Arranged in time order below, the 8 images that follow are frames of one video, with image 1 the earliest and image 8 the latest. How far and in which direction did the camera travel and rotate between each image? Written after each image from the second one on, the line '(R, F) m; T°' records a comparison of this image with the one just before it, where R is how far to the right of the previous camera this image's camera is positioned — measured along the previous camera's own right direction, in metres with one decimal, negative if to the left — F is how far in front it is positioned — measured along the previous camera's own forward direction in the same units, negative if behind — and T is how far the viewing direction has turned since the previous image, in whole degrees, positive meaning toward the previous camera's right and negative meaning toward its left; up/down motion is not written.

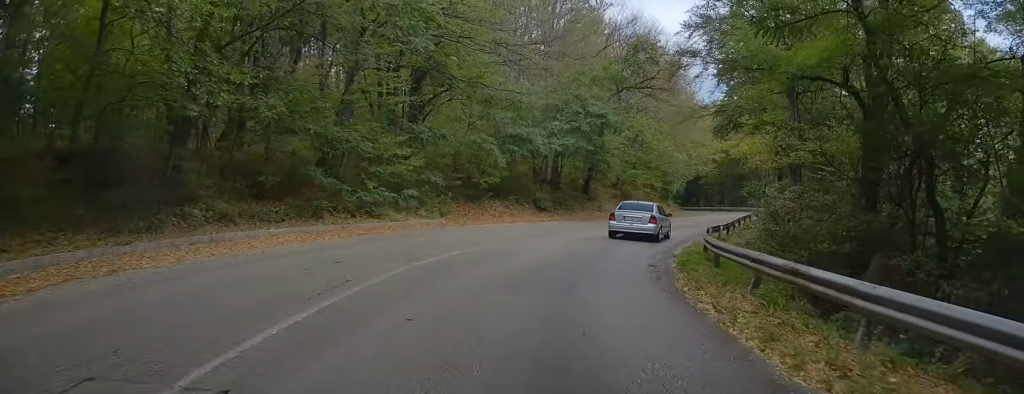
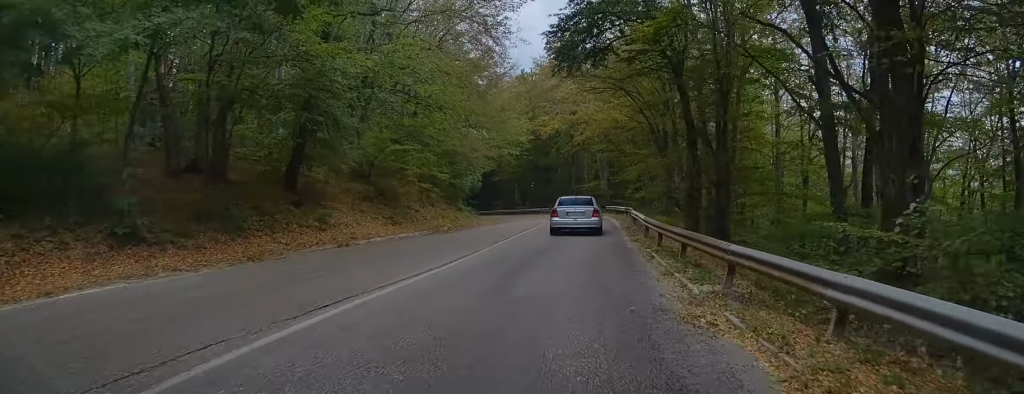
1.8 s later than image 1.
(+2.7, +25.1) m; +12°
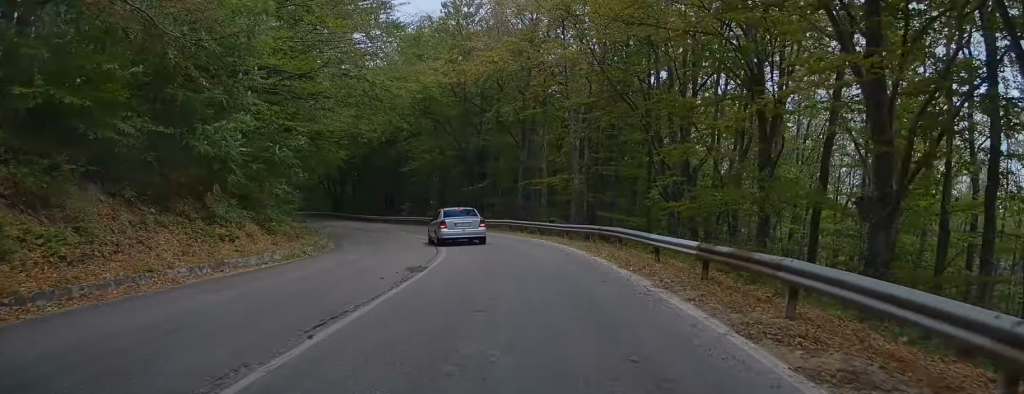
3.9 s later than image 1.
(+1.2, +29.4) m; 0°
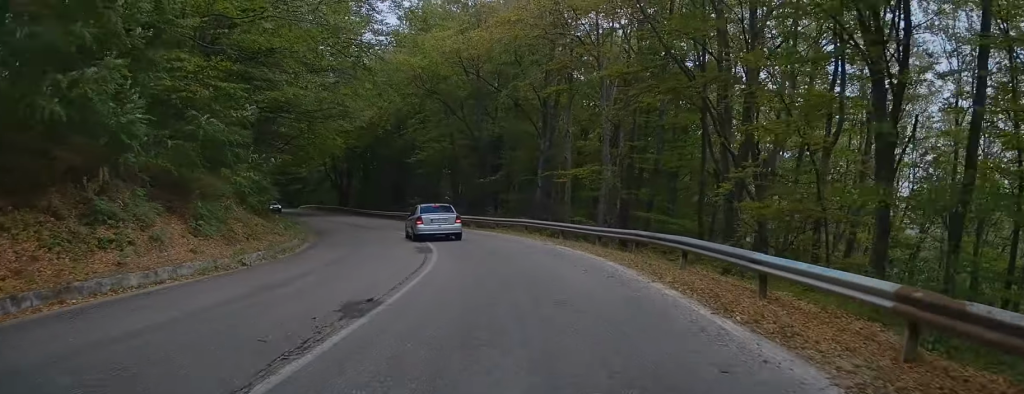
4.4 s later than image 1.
(-0.1, +5.7) m; -1°
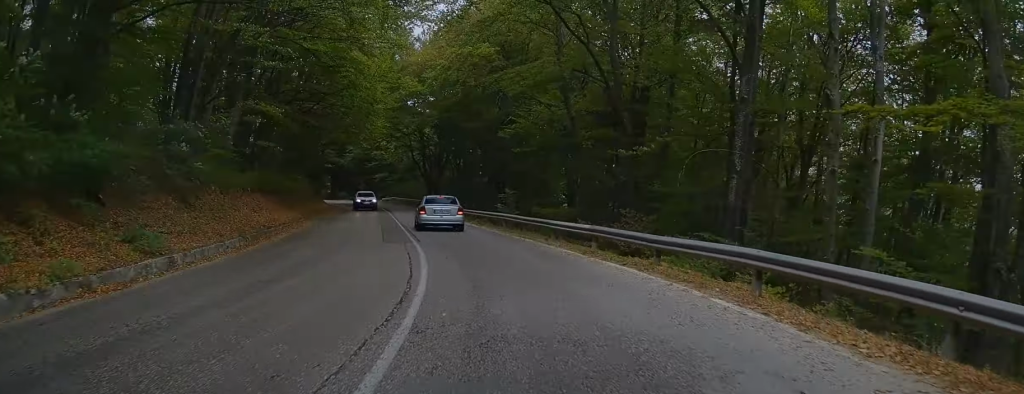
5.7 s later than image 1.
(-0.4, +18.0) m; -4°
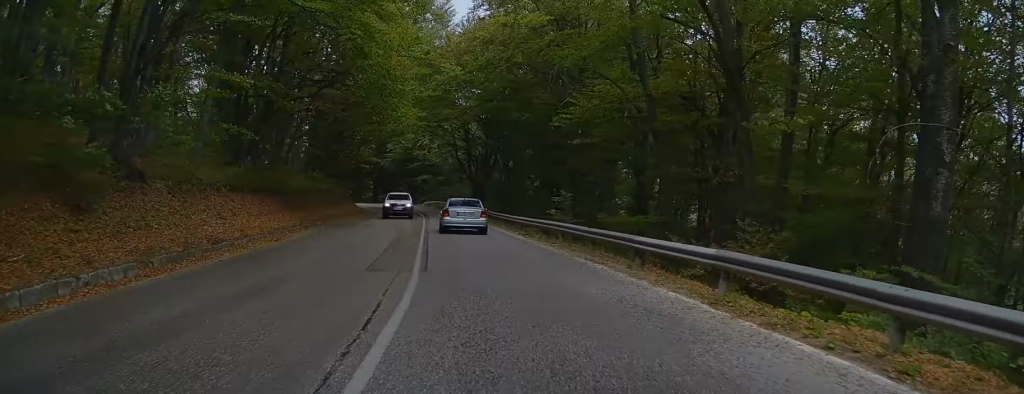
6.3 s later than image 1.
(0.0, +6.9) m; -3°
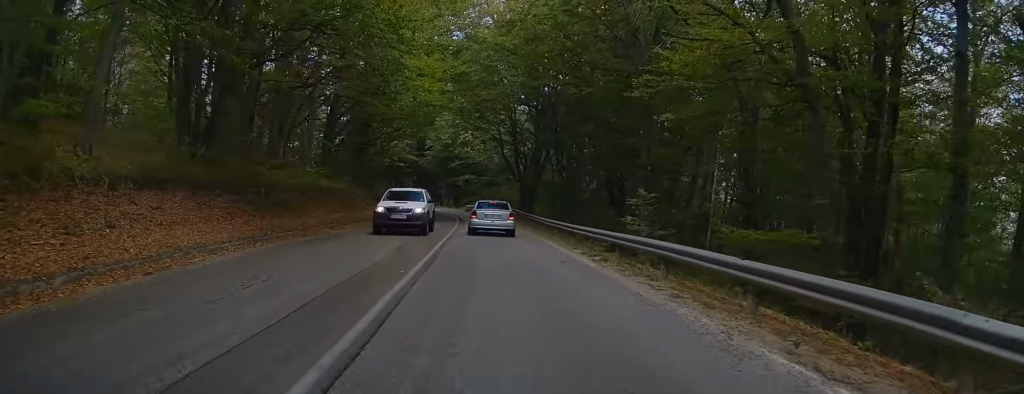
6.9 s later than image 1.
(-0.4, +8.5) m; -4°
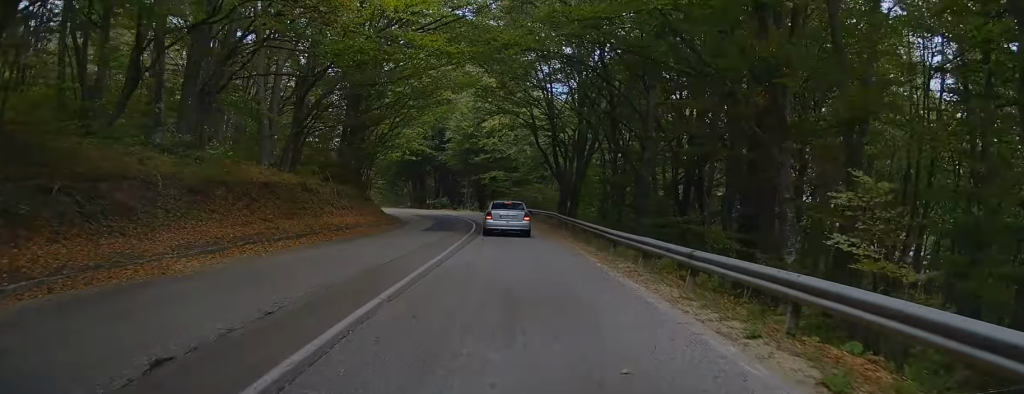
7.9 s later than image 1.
(-0.6, +11.7) m; -6°
